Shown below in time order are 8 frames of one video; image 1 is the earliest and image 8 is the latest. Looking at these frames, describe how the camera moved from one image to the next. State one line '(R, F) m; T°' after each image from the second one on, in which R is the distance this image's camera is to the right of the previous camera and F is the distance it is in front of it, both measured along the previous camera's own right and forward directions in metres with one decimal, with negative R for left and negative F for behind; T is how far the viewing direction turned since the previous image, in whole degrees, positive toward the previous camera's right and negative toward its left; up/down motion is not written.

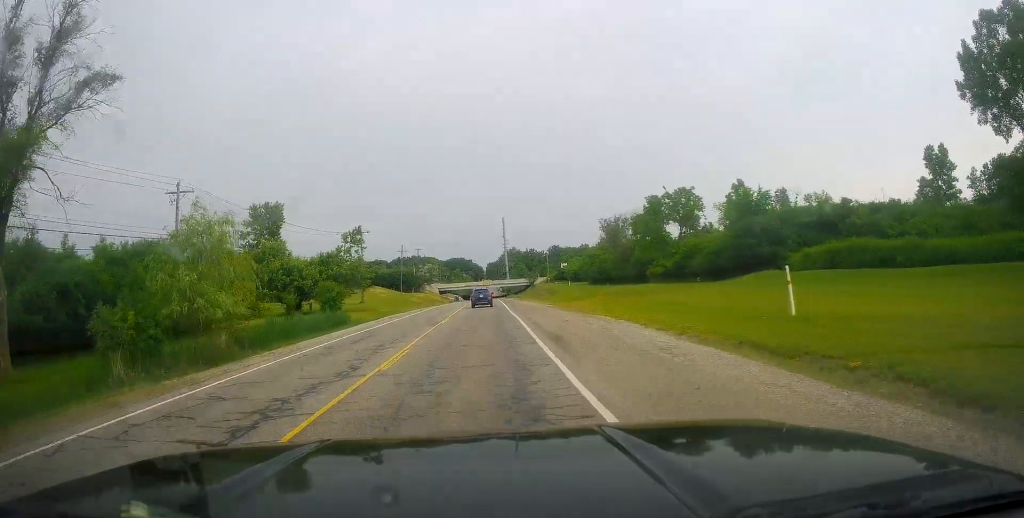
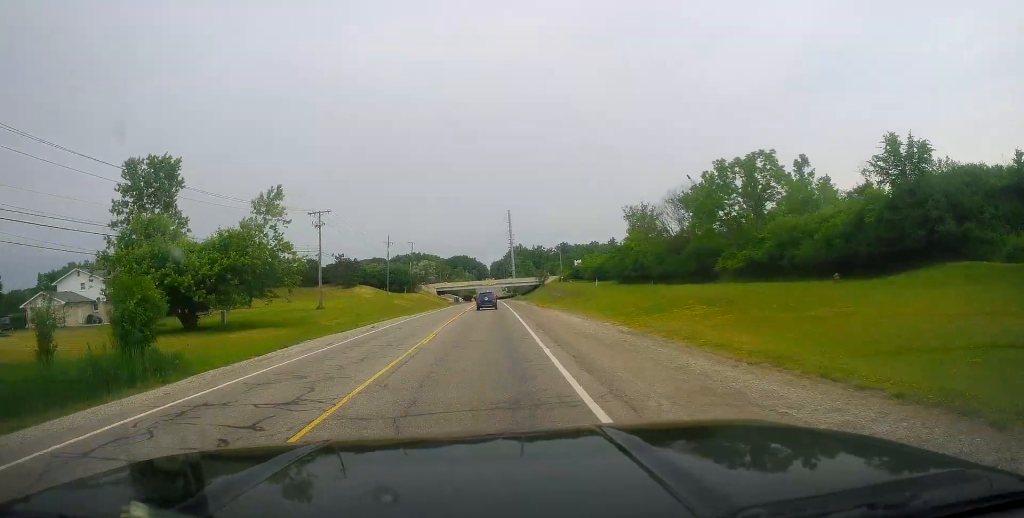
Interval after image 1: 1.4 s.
(+1.0, +26.2) m; +2°
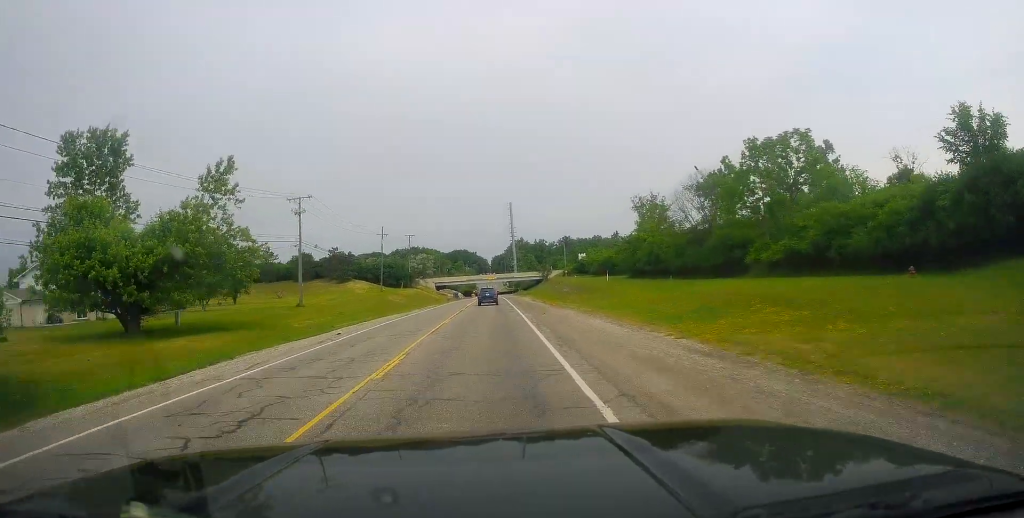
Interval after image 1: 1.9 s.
(+0.1, +8.1) m; -1°
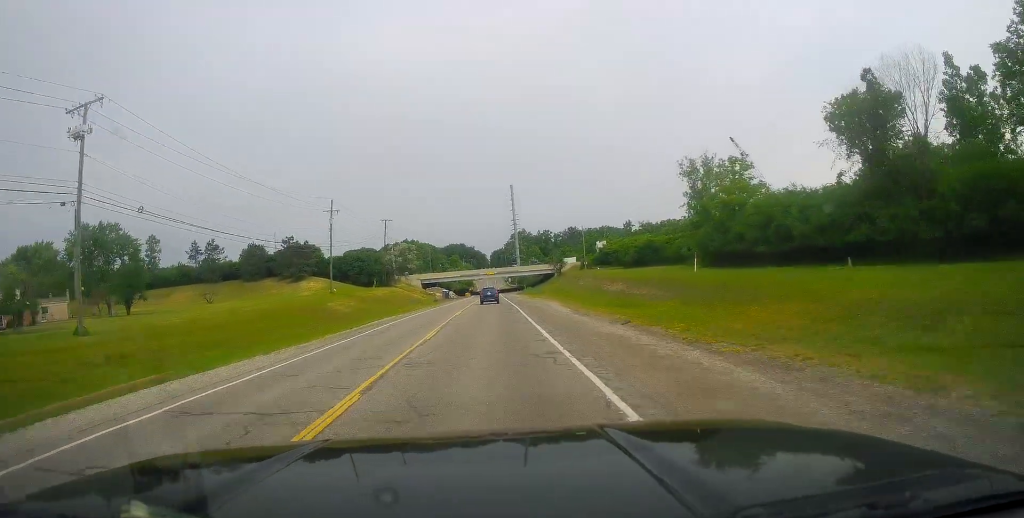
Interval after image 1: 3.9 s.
(-0.2, +37.5) m; -1°
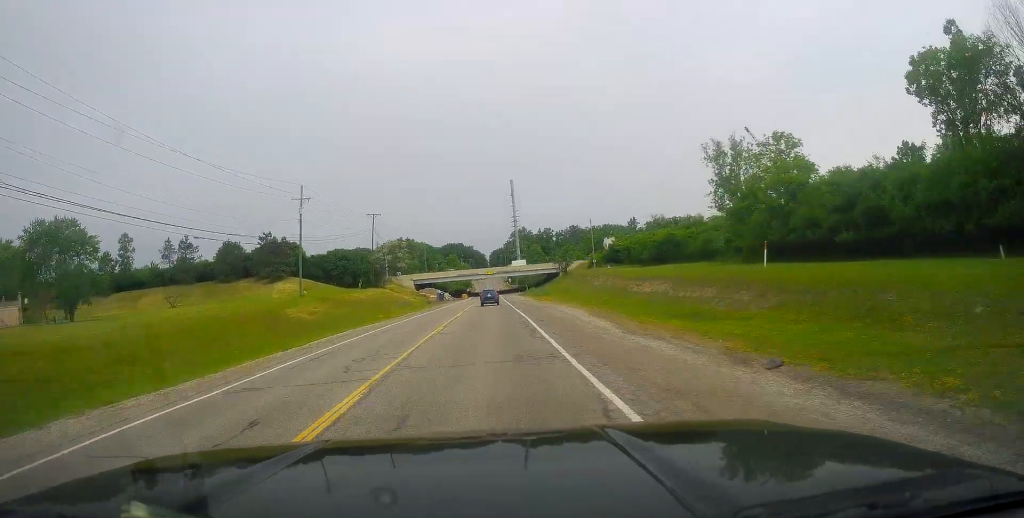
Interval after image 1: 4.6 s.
(-0.3, +13.0) m; 0°
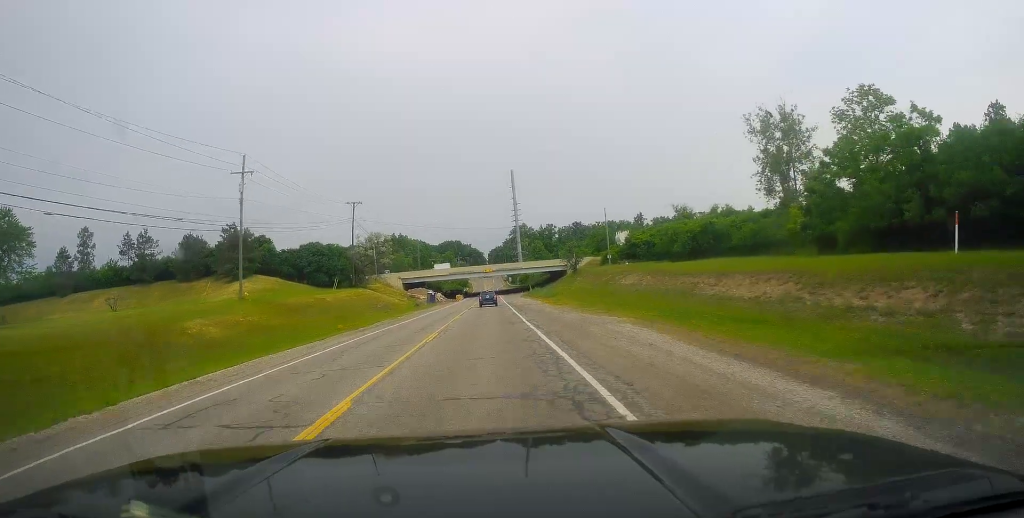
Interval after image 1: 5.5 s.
(-0.1, +16.9) m; +1°
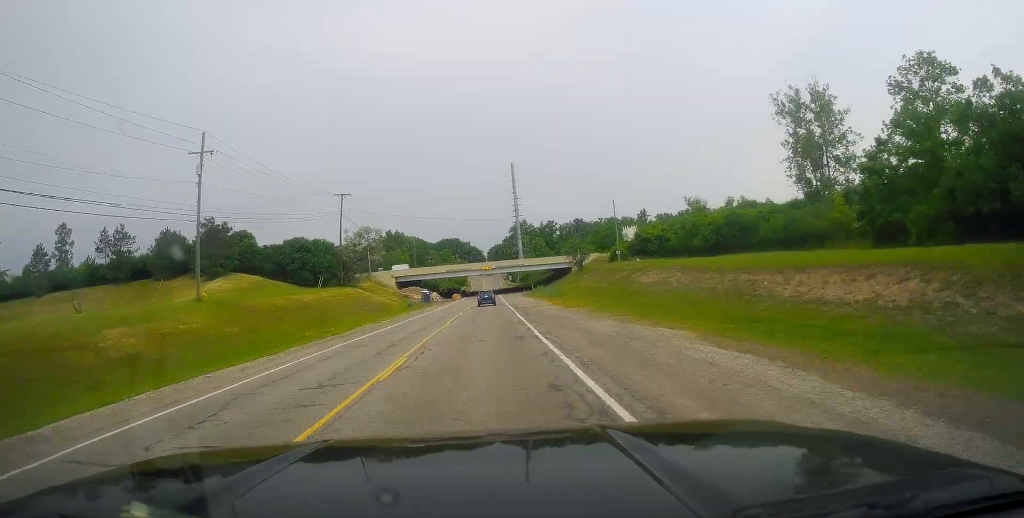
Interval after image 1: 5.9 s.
(+0.2, +8.2) m; +1°
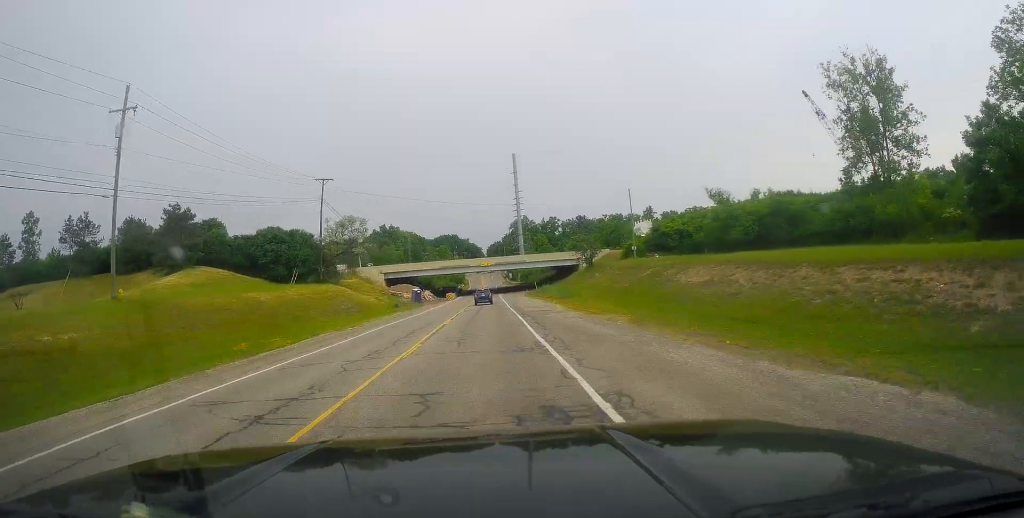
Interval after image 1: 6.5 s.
(+0.1, +11.6) m; 0°
